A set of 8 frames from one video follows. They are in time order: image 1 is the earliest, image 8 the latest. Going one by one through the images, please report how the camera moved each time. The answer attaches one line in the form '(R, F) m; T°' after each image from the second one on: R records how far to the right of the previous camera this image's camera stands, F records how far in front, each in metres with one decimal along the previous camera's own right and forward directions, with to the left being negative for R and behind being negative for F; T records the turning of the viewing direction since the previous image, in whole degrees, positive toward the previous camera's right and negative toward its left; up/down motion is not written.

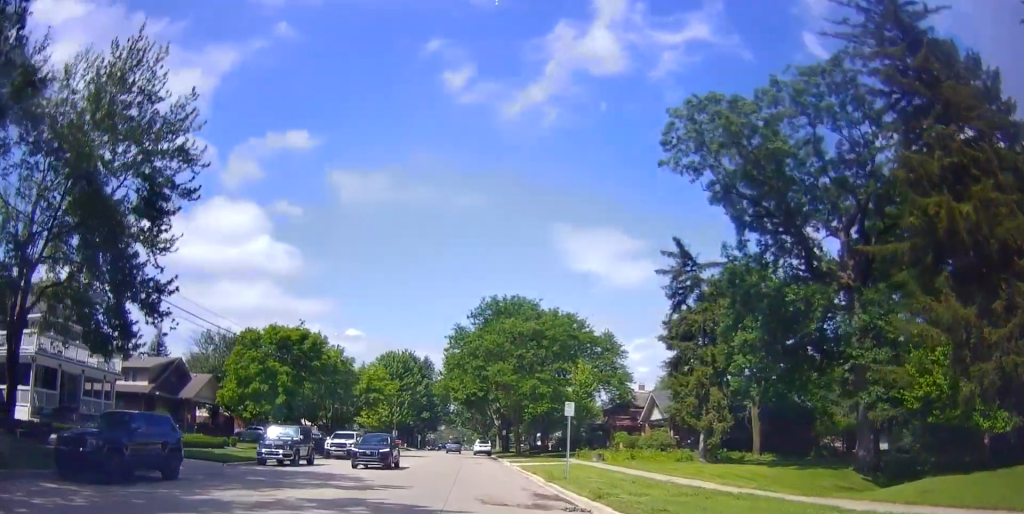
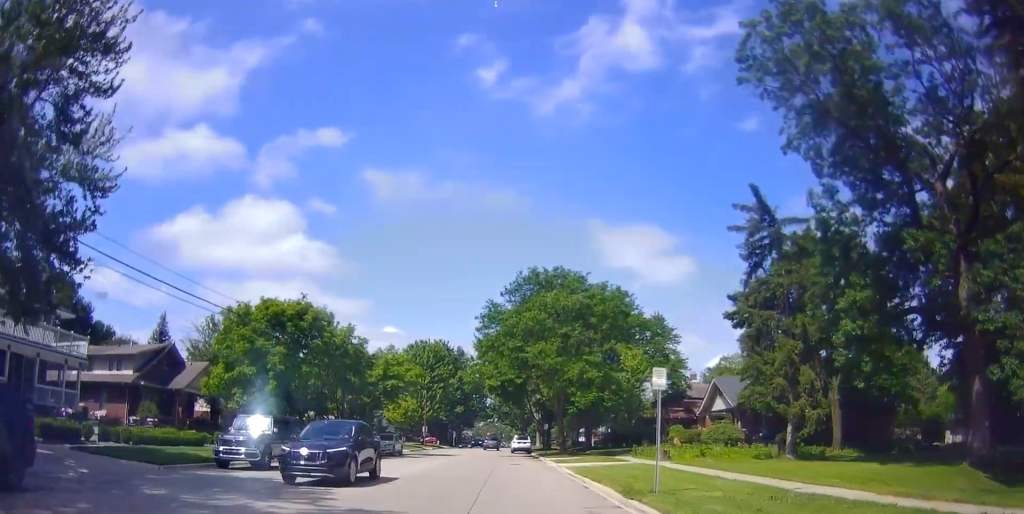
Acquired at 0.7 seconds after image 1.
(-0.2, +3.7) m; -8°
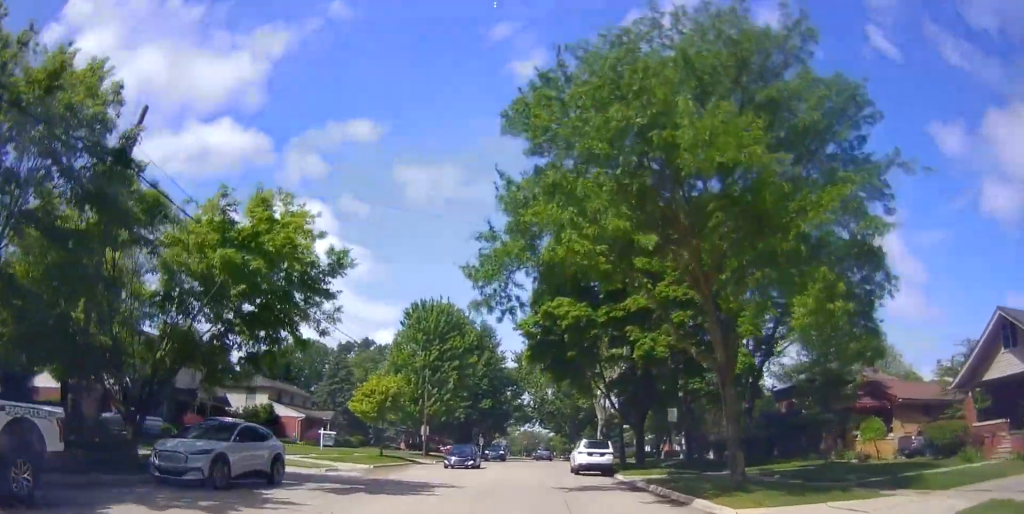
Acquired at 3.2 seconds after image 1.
(-4.7, +18.0) m; -25°
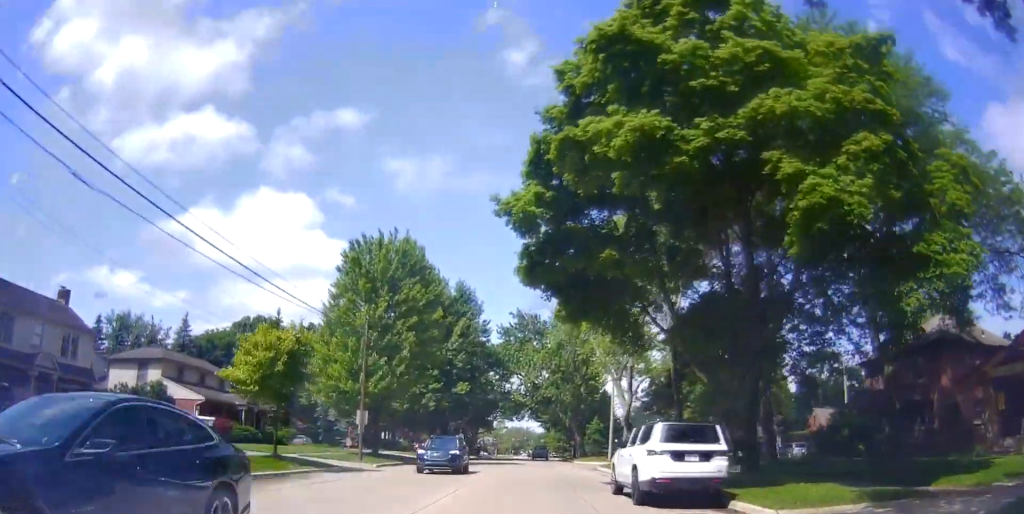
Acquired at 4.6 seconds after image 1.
(-0.8, +12.7) m; -7°
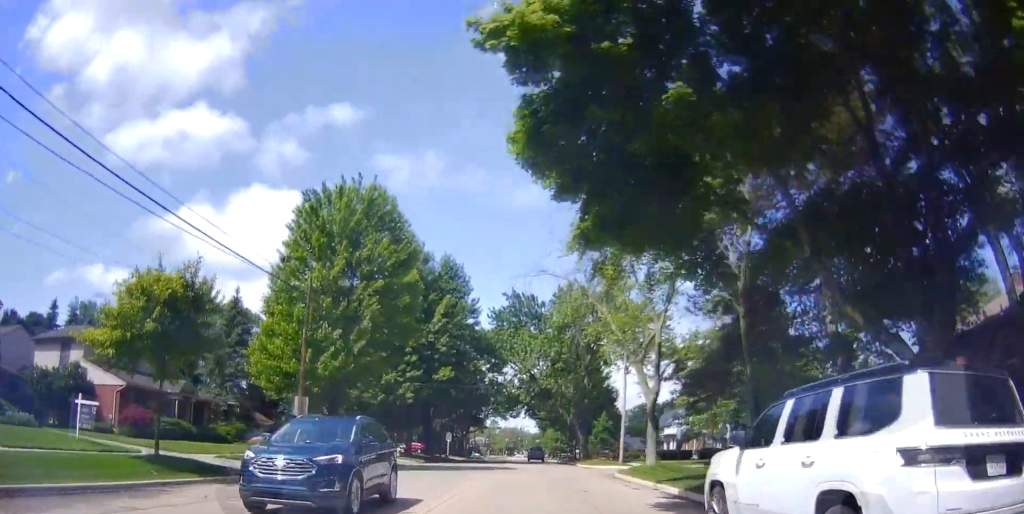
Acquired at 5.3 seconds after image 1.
(-0.3, +7.1) m; -2°
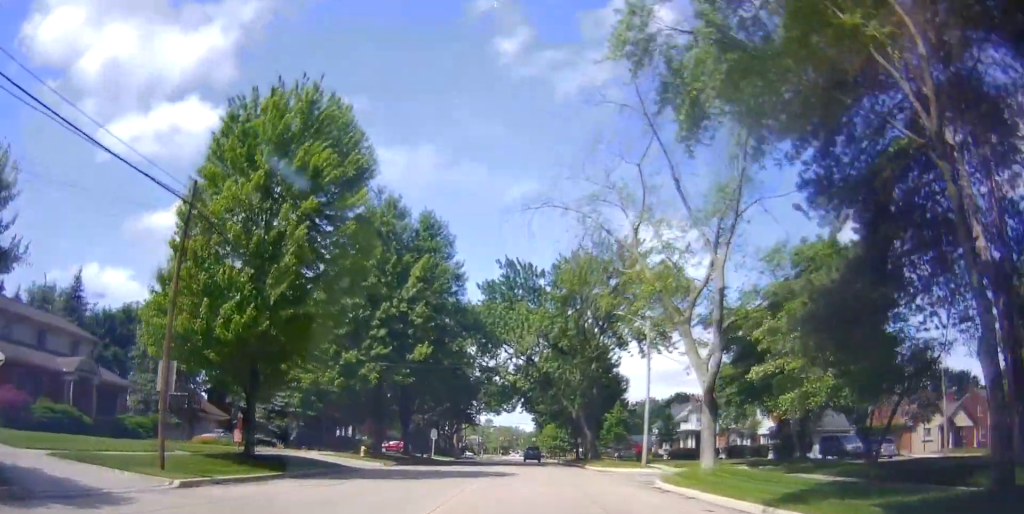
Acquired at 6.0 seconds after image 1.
(-0.1, +8.5) m; 0°
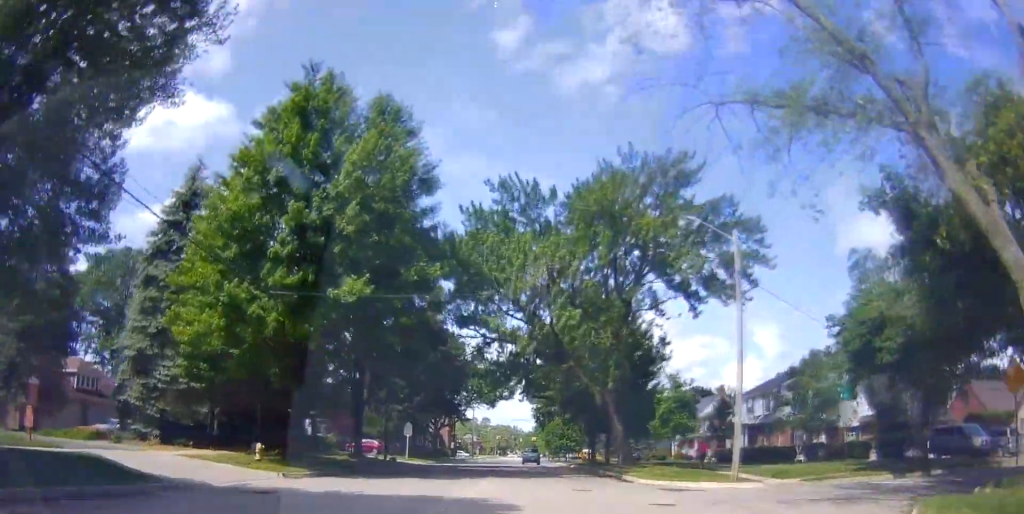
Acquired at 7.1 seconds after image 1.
(0.0, +14.4) m; 0°
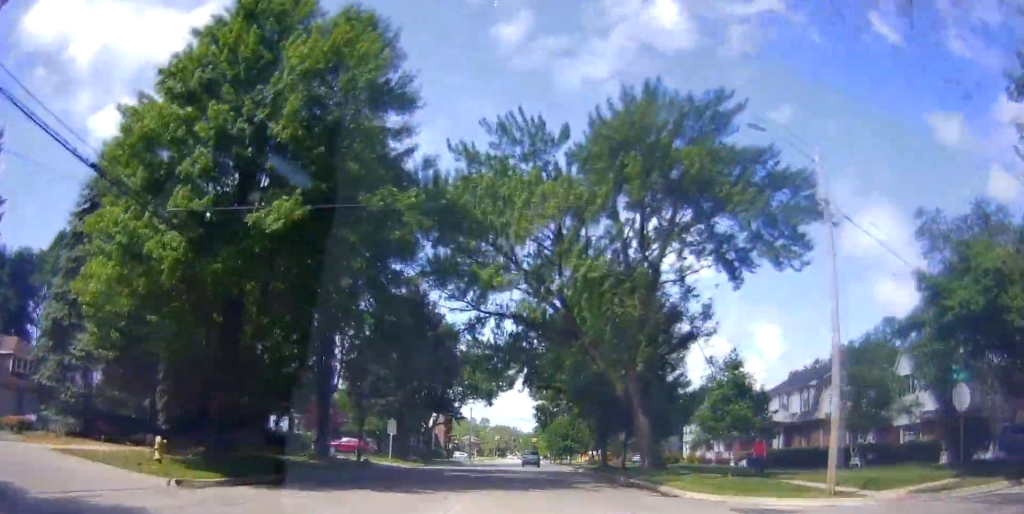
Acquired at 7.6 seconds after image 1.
(0.0, +6.9) m; +1°
